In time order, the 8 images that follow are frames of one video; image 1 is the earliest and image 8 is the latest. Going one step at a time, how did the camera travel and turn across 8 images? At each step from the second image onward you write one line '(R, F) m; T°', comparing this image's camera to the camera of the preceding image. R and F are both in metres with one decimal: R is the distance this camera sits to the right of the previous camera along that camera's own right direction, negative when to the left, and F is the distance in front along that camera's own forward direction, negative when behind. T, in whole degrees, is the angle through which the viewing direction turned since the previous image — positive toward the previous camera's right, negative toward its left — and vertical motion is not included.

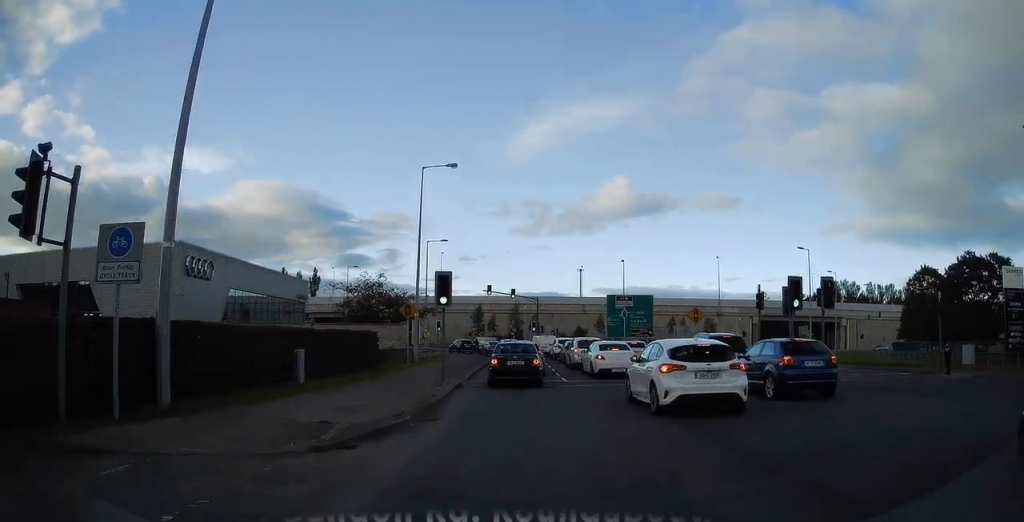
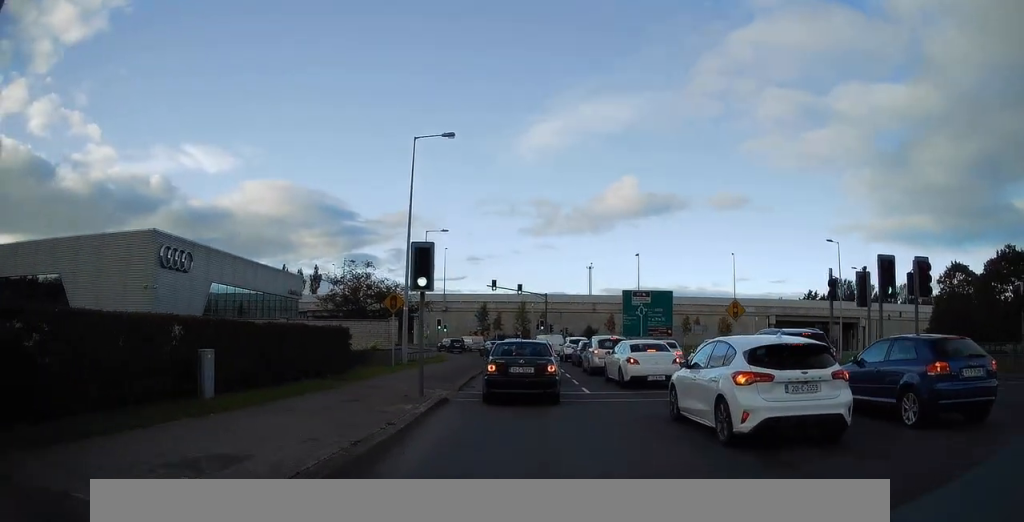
(-0.1, +6.8) m; -1°
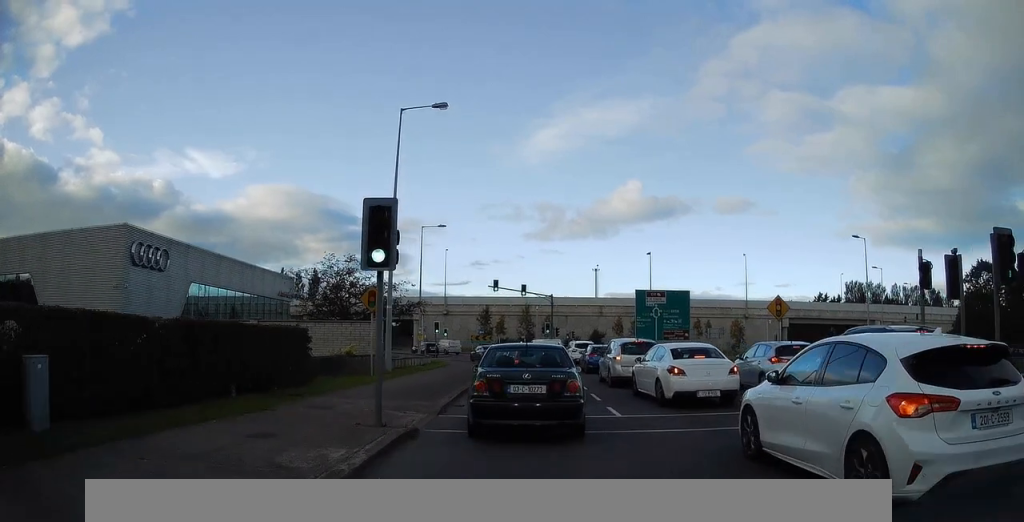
(0.0, +6.9) m; 0°
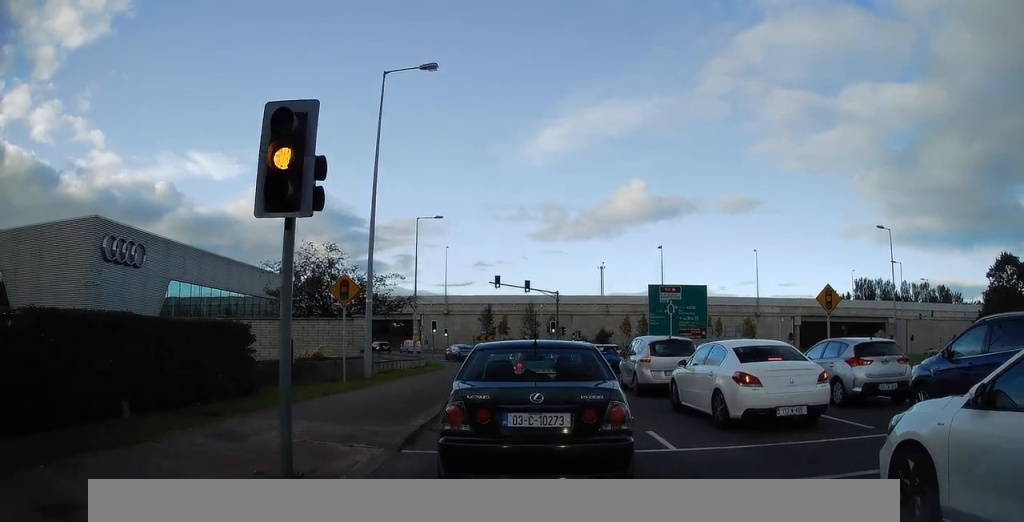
(0.0, +8.7) m; 0°
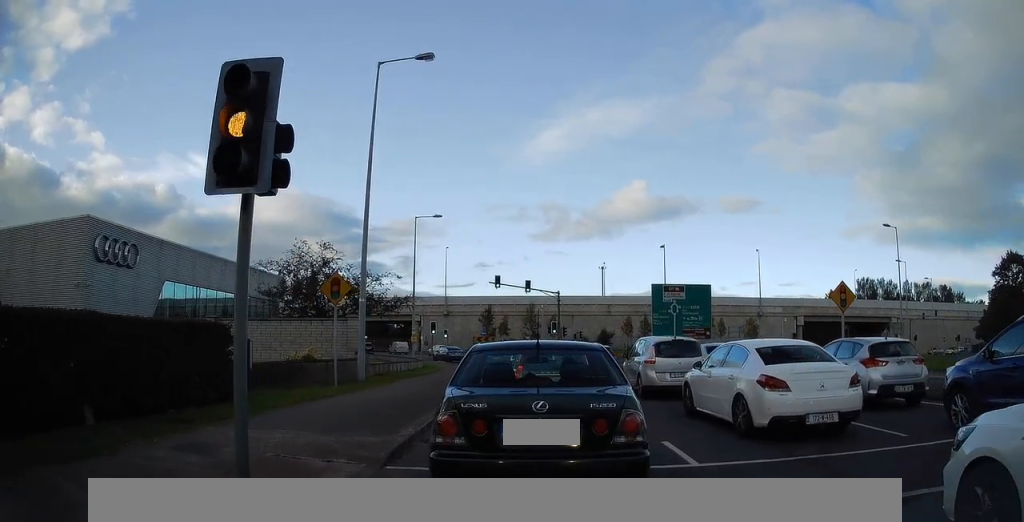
(0.0, +2.8) m; -1°
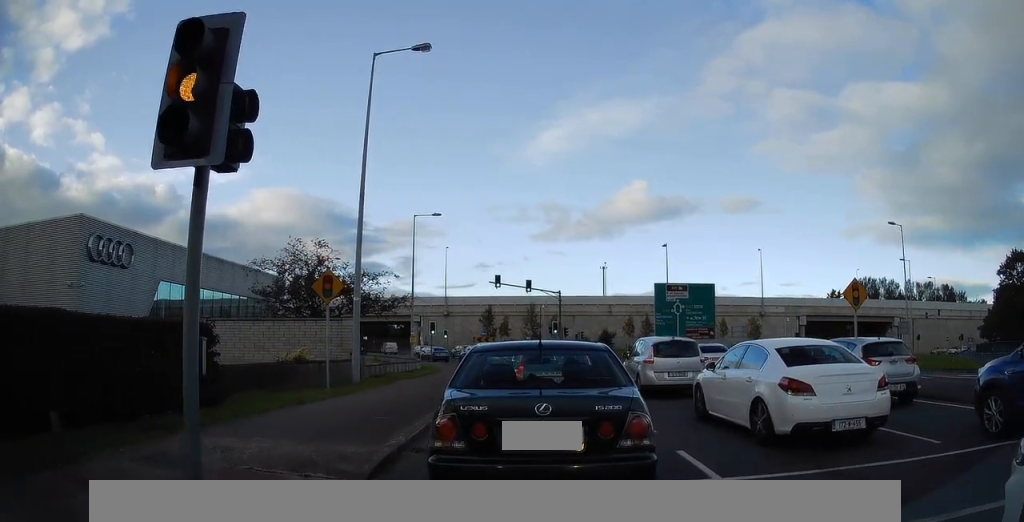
(0.0, +2.2) m; -1°
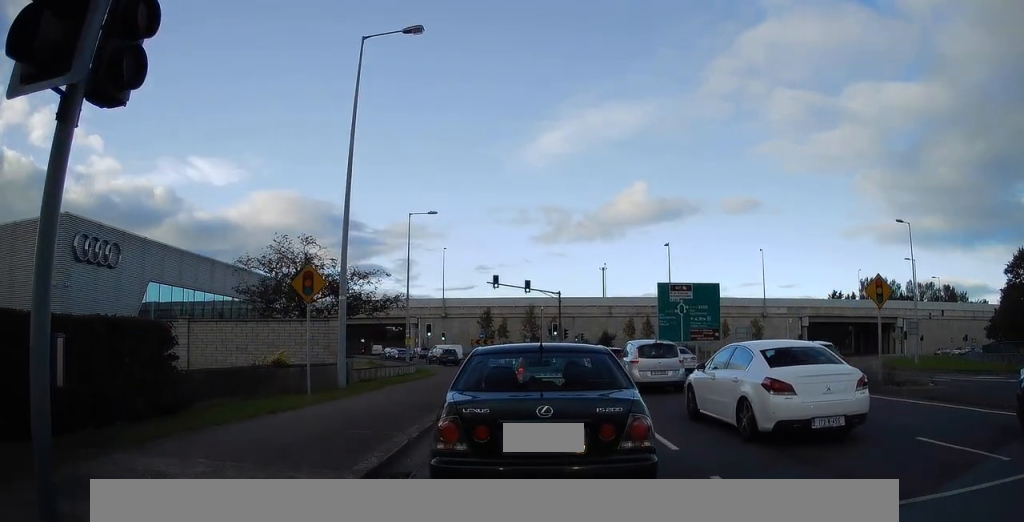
(-0.1, +2.2) m; -1°
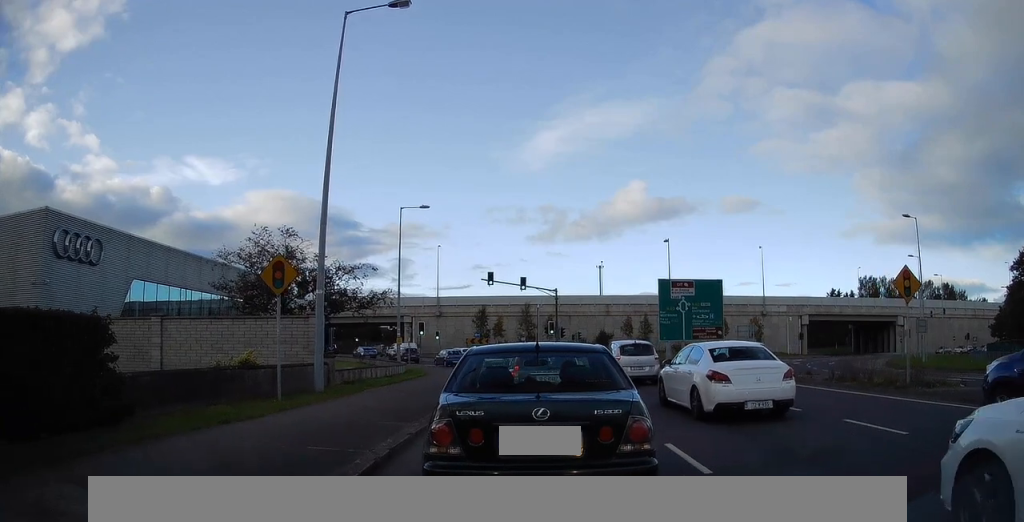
(+0.1, +0.9) m; 0°
